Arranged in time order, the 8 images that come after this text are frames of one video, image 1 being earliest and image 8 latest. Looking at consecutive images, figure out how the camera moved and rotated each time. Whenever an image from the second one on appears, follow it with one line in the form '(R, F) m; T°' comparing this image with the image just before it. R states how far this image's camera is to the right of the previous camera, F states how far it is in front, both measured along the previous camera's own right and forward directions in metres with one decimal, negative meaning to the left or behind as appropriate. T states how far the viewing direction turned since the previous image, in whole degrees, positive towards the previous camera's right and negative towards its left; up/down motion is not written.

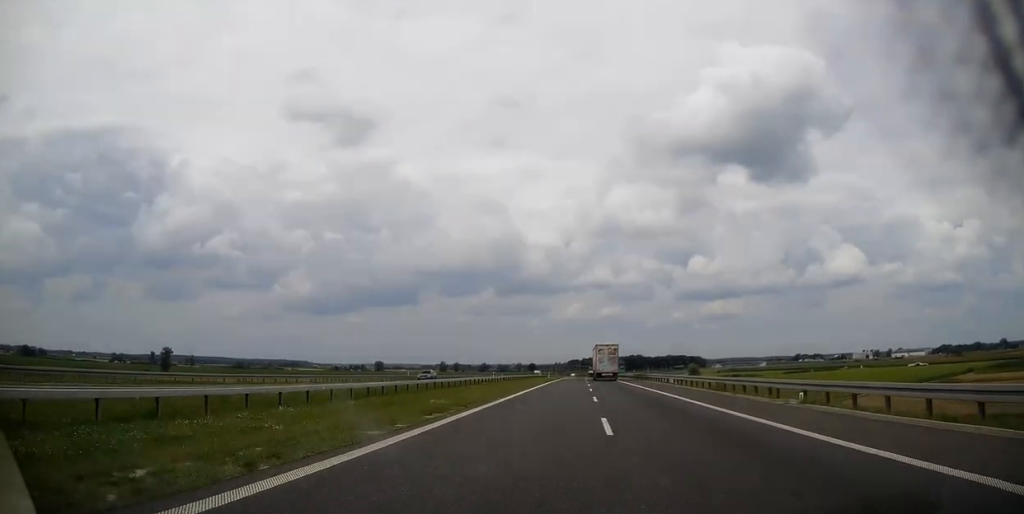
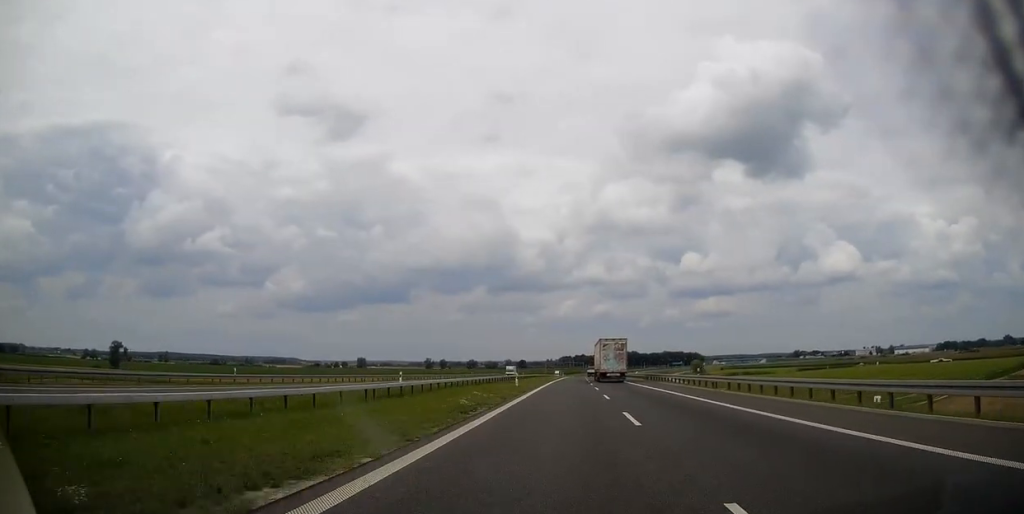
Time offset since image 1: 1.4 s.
(-0.1, +47.2) m; 0°
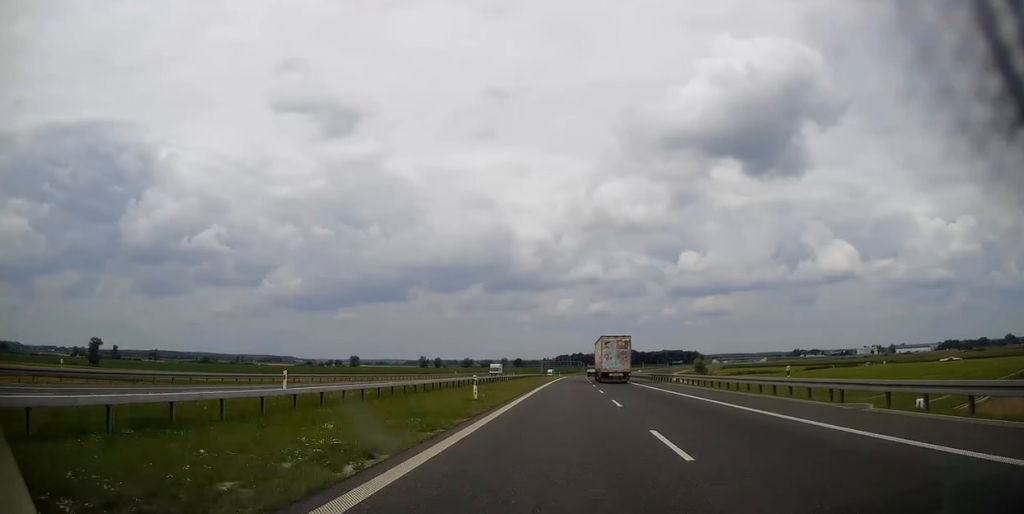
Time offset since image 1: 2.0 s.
(+0.1, +17.7) m; 0°
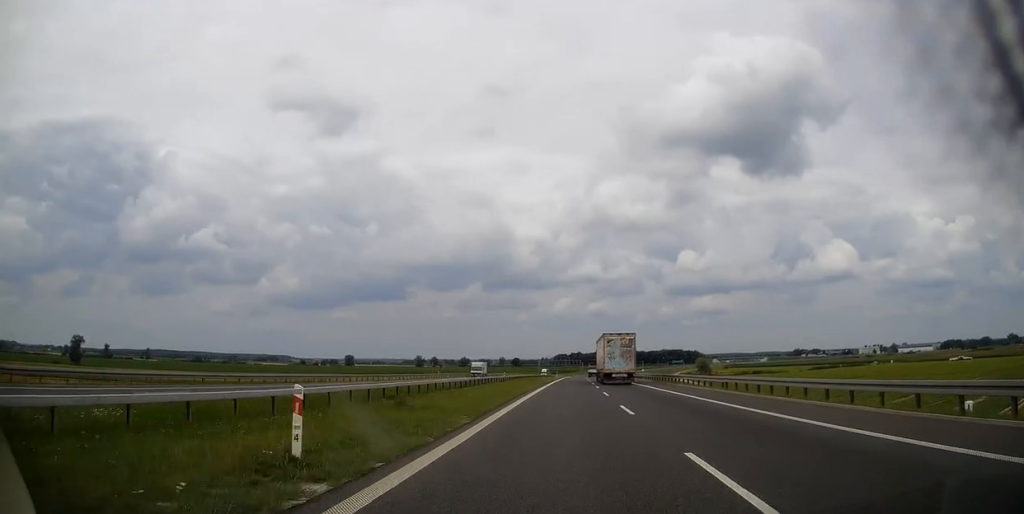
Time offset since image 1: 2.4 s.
(+0.1, +15.5) m; 0°
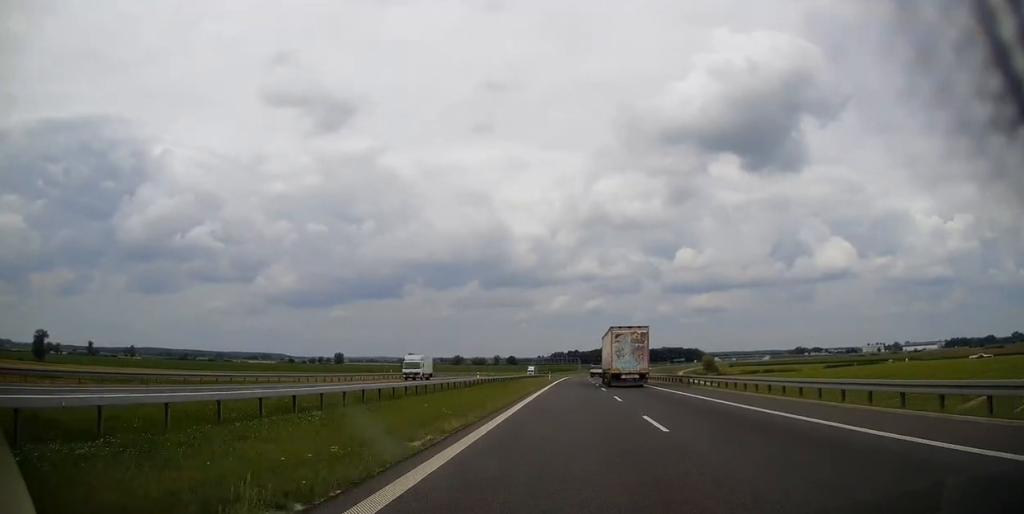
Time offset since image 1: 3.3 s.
(0.0, +27.9) m; 0°
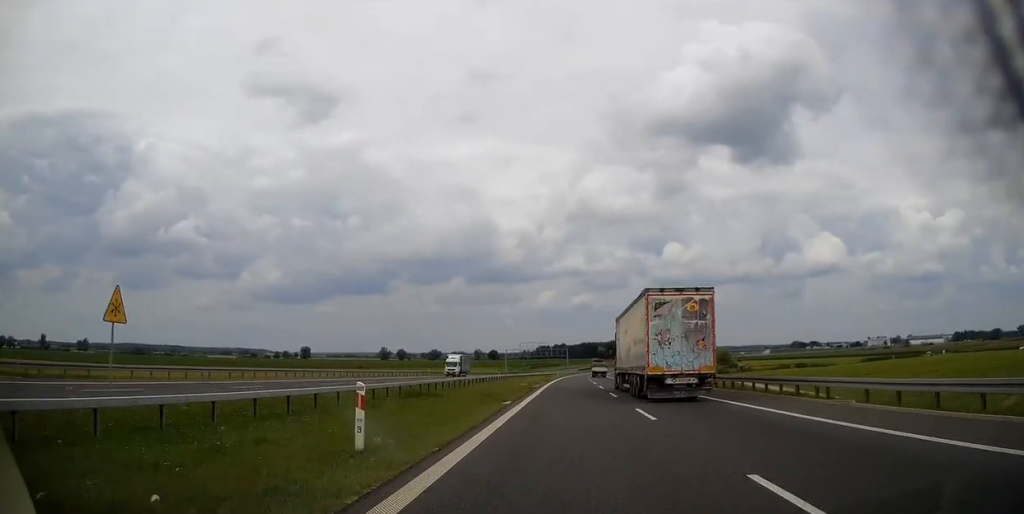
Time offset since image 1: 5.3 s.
(+0.3, +69.4) m; +1°
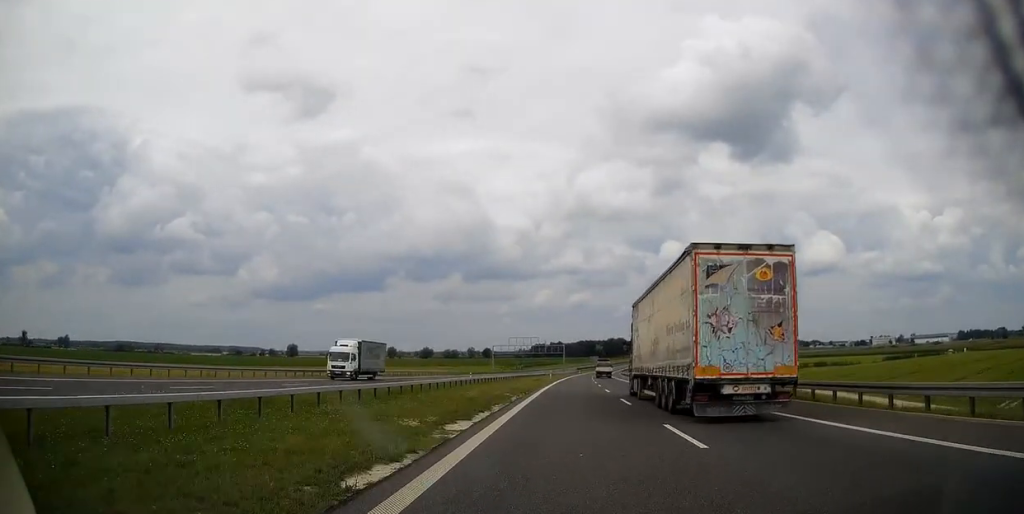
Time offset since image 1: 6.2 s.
(+0.2, +29.3) m; +1°
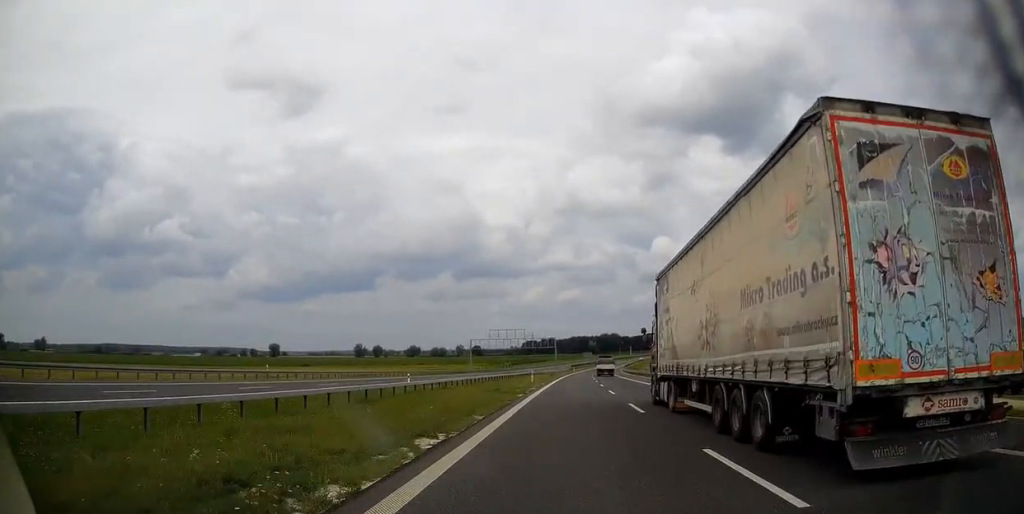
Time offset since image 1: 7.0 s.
(+0.2, +28.2) m; +1°
